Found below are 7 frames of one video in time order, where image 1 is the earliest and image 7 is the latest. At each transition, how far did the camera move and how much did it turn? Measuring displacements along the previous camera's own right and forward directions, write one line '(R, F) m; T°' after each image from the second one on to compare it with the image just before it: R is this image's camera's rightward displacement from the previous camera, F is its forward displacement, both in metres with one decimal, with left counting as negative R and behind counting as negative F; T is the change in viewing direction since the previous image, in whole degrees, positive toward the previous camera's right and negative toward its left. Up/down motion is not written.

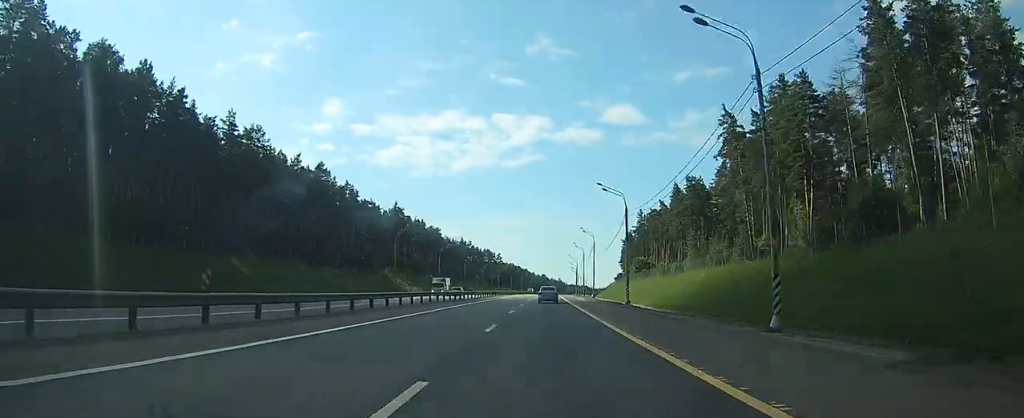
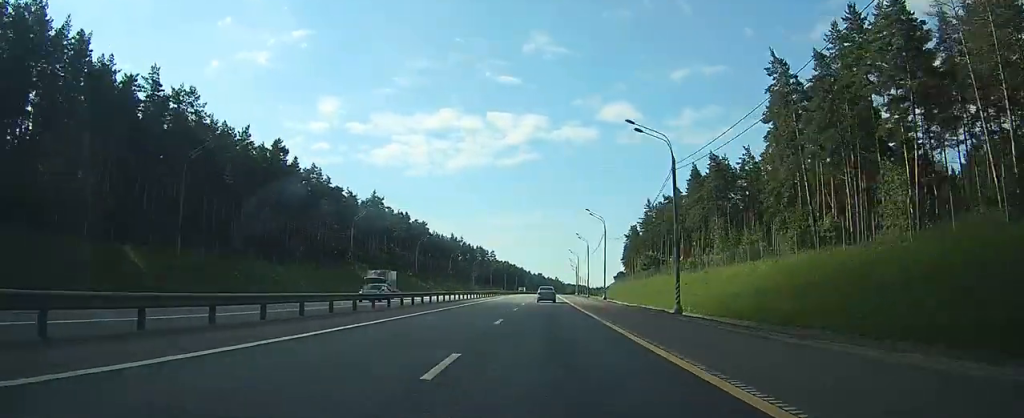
(+0.1, +20.5) m; +1°
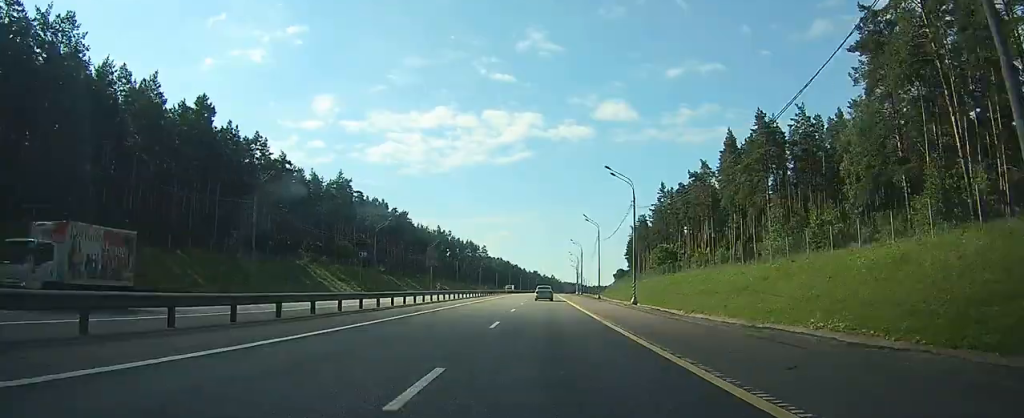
(+0.2, +25.8) m; +1°
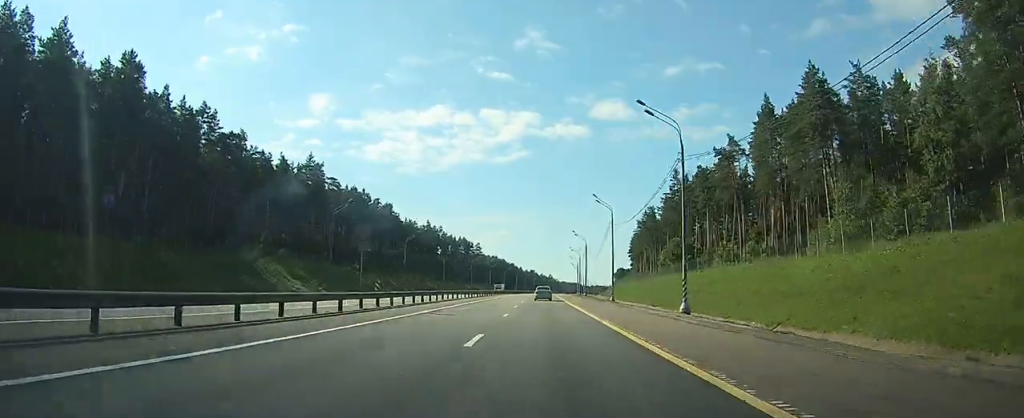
(+0.1, +17.6) m; 0°
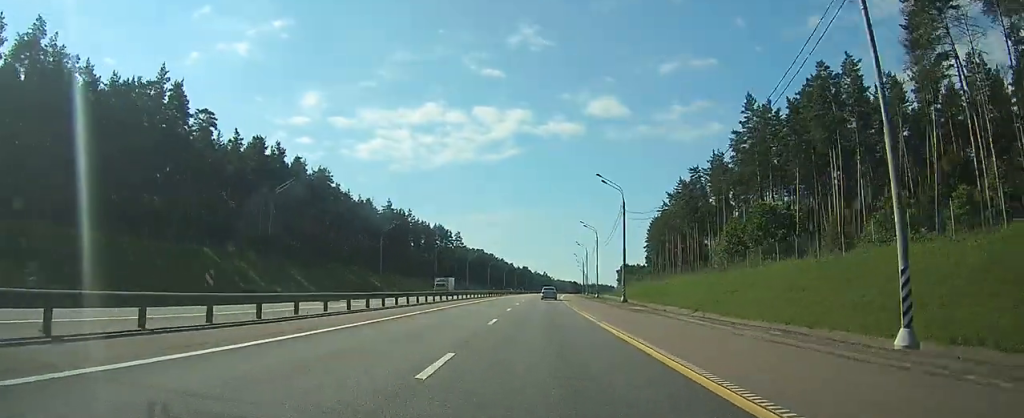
(+0.2, +52.1) m; +1°
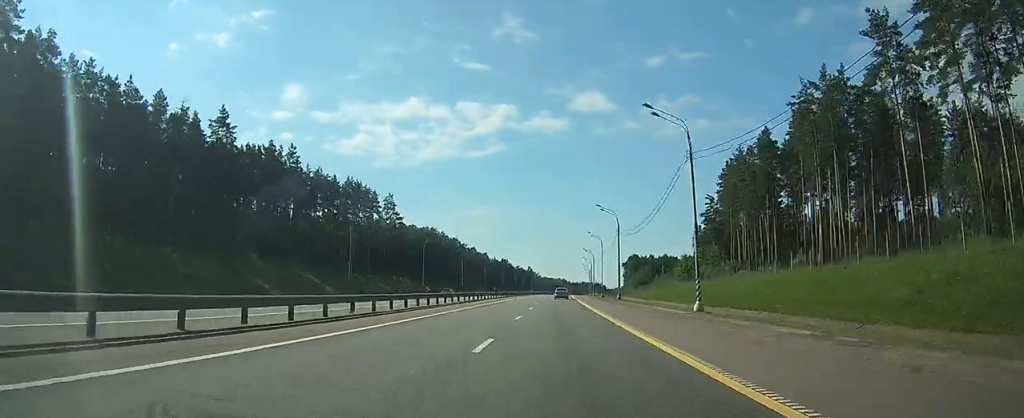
(+1.2, +92.6) m; +1°
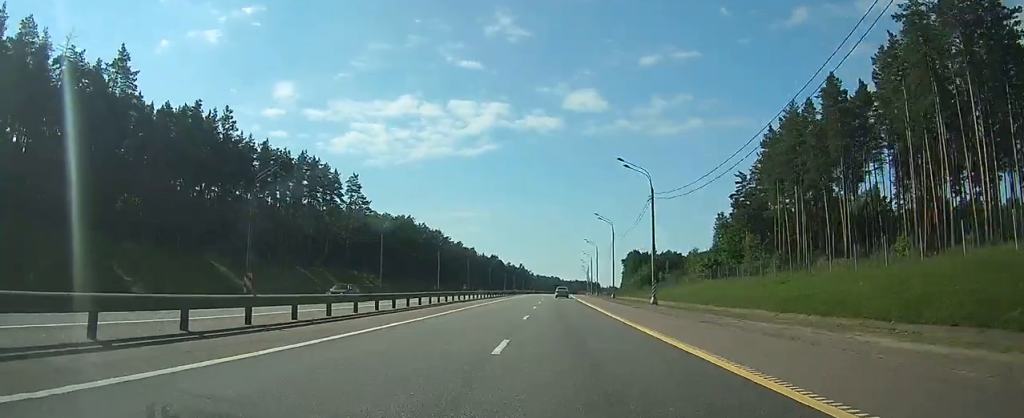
(+0.1, +24.2) m; 0°
